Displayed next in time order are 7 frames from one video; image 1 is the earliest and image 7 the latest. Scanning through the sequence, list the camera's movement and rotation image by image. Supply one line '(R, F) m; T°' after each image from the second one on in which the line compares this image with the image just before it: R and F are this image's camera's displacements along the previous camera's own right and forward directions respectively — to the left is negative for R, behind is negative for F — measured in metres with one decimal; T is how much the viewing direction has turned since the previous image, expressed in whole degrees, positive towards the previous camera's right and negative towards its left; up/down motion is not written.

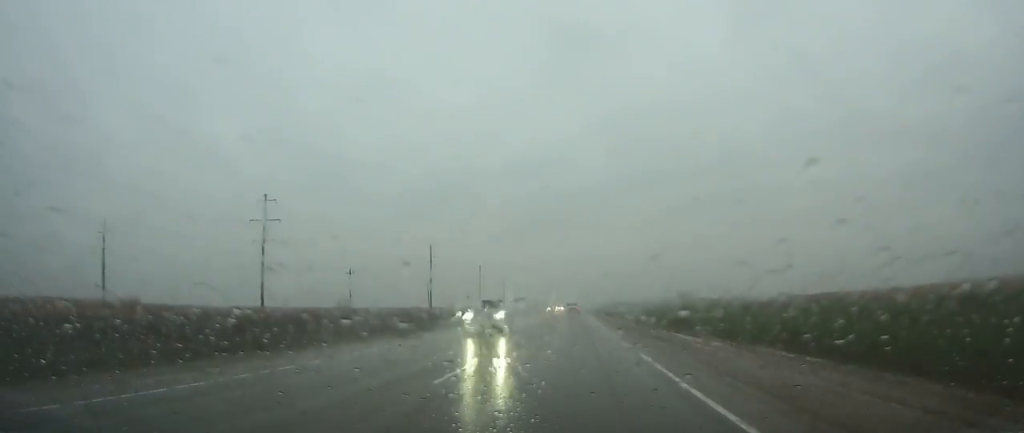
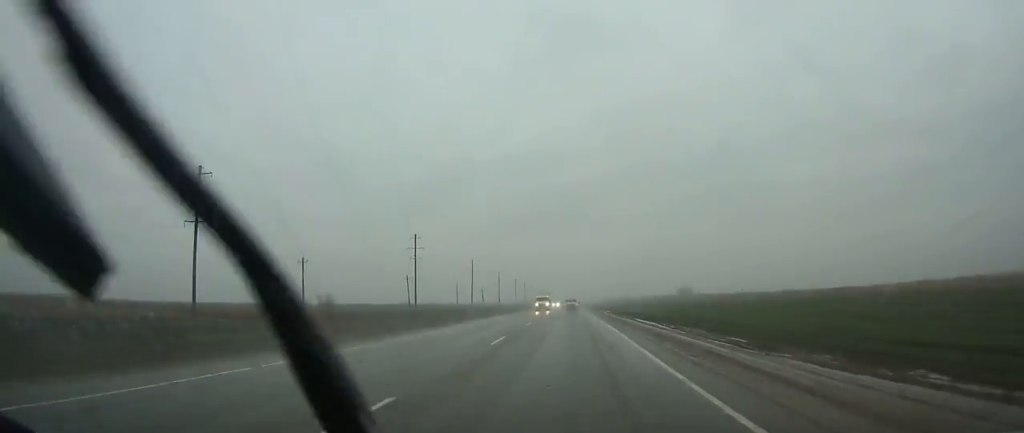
(0.0, +17.1) m; 0°
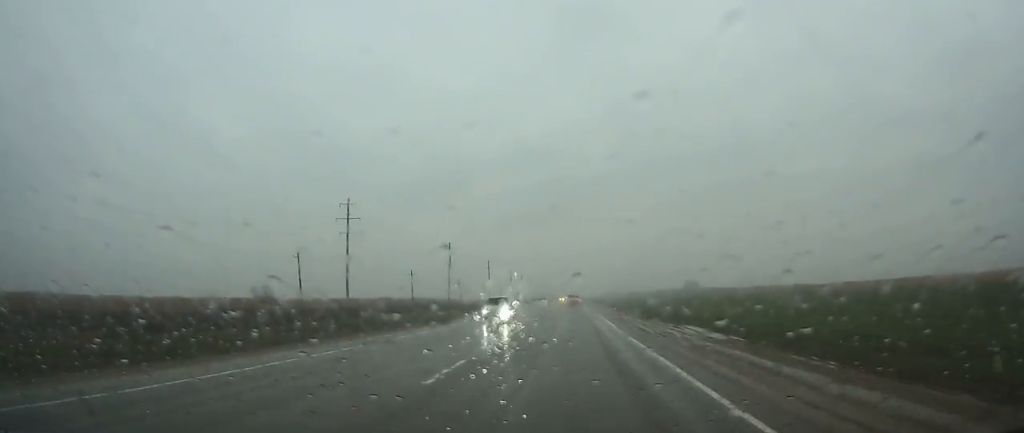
(+0.1, +55.5) m; 0°
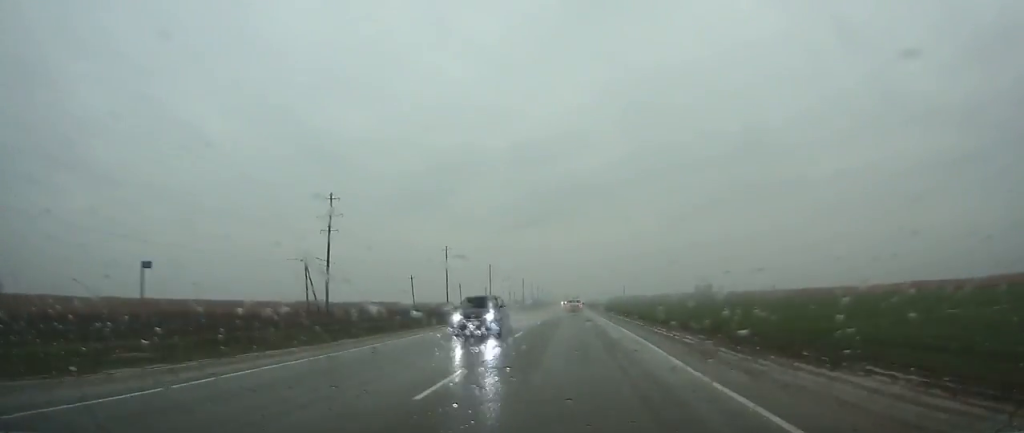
(+0.4, +108.8) m; 0°
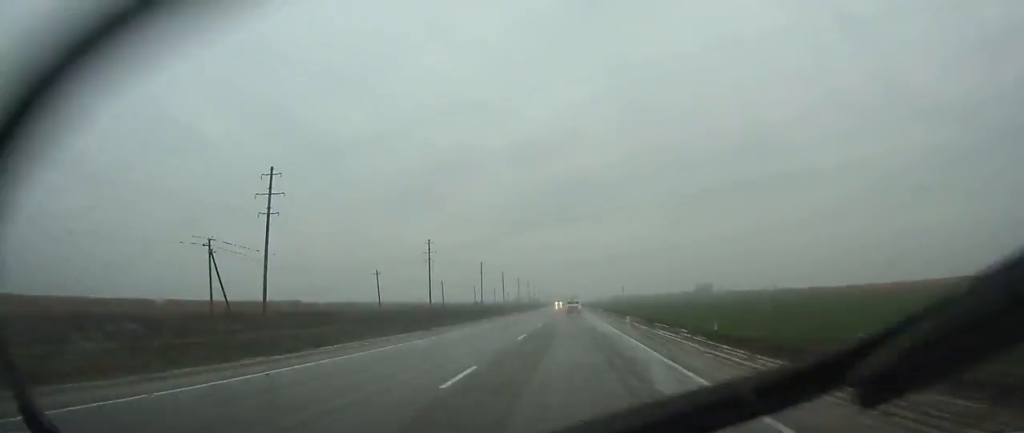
(0.0, +22.4) m; 0°
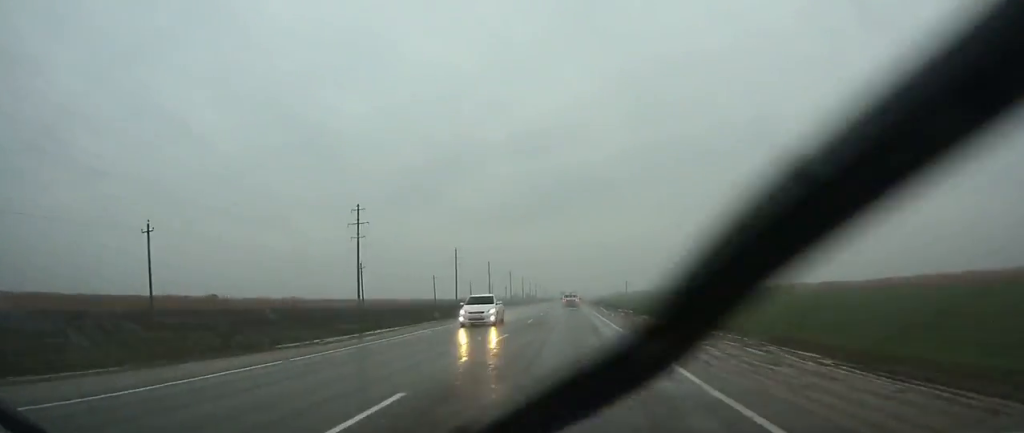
(0.0, +63.7) m; 0°
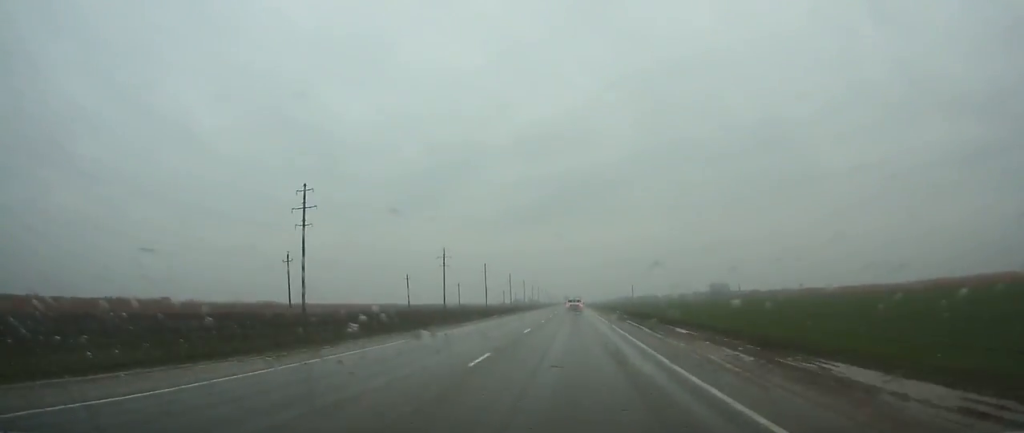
(0.0, +28.9) m; 0°
